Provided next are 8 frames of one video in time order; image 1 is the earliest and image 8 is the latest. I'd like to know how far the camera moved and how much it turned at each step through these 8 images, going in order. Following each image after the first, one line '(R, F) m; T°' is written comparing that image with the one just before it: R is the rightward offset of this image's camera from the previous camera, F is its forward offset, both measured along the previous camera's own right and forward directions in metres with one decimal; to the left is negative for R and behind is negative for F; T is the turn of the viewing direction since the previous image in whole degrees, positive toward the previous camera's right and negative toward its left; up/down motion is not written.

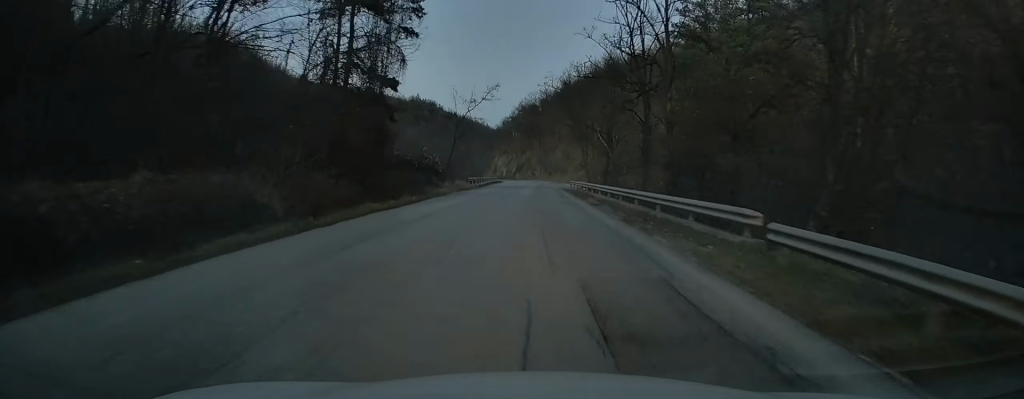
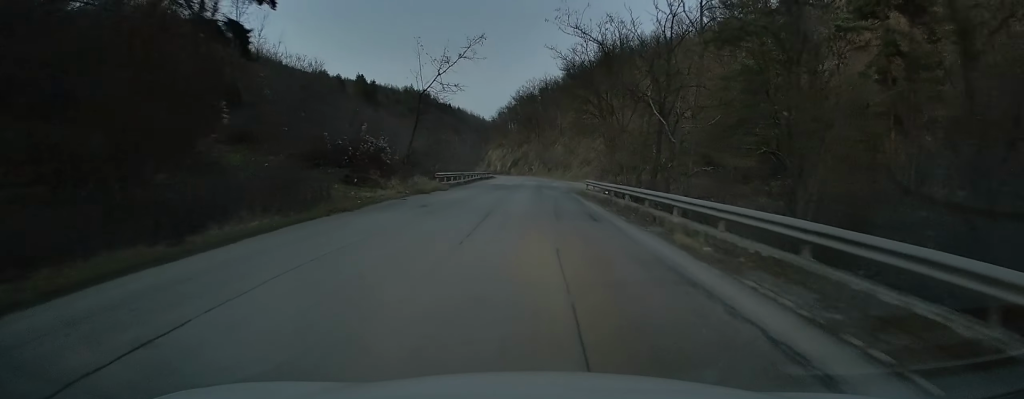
(-0.2, +17.6) m; -1°
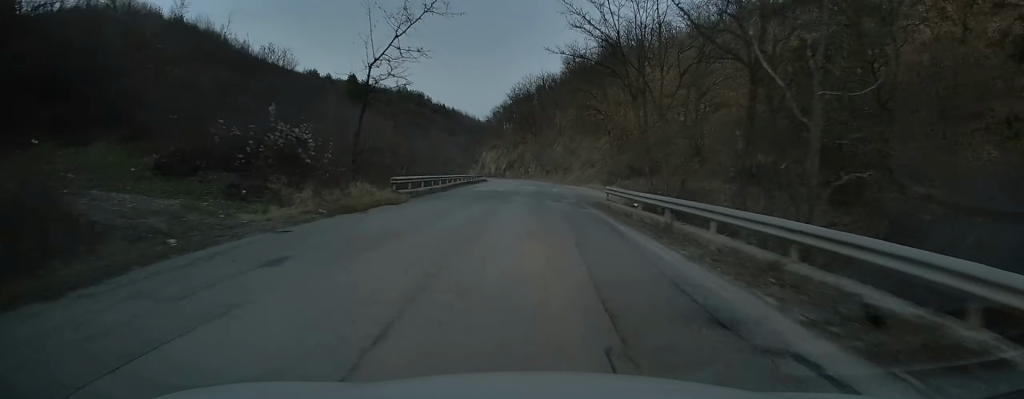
(-0.1, +11.2) m; 0°
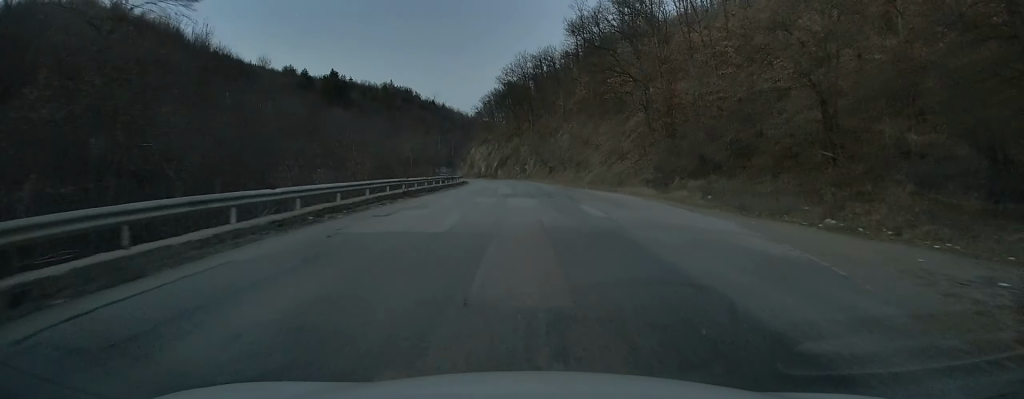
(+0.5, +28.9) m; +1°
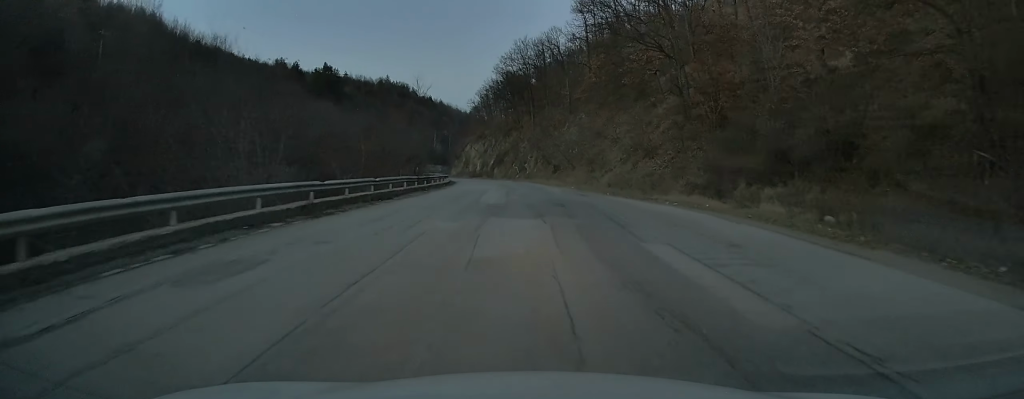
(-0.1, +13.4) m; -1°
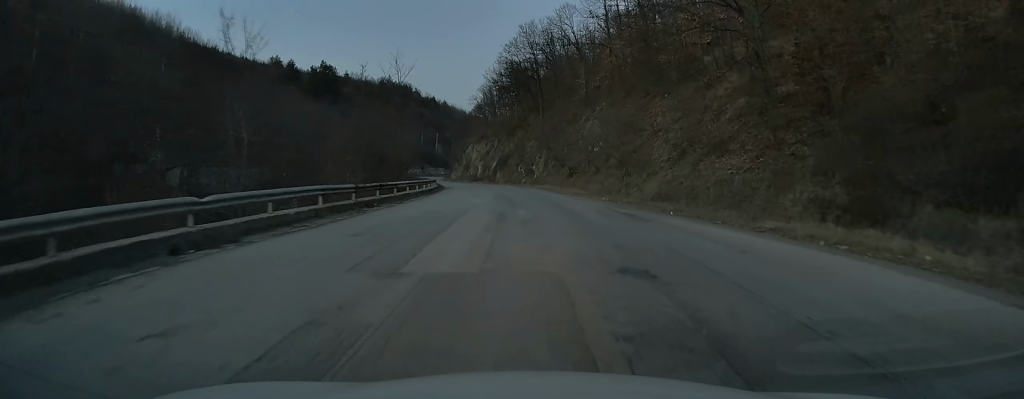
(-0.1, +14.6) m; -1°
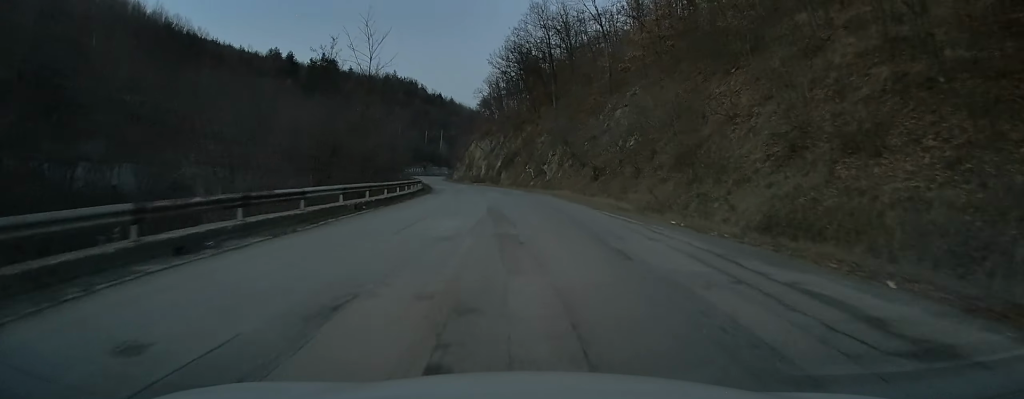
(0.0, +13.5) m; -1°
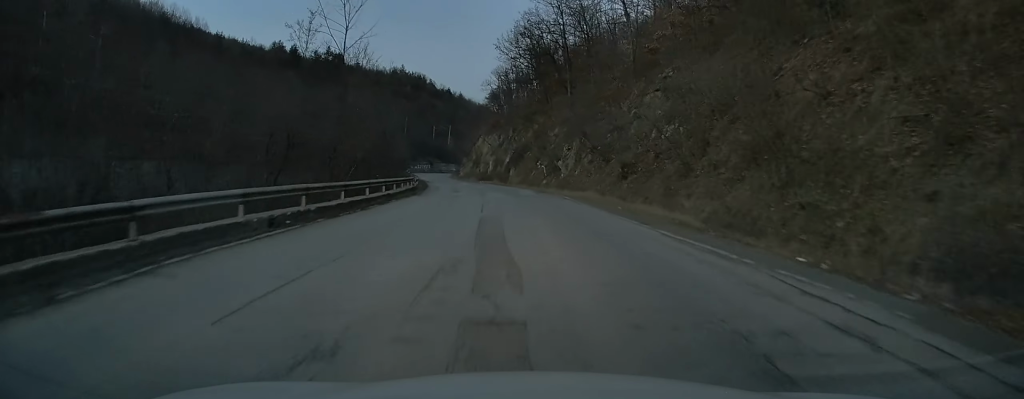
(-0.2, +8.1) m; -1°
